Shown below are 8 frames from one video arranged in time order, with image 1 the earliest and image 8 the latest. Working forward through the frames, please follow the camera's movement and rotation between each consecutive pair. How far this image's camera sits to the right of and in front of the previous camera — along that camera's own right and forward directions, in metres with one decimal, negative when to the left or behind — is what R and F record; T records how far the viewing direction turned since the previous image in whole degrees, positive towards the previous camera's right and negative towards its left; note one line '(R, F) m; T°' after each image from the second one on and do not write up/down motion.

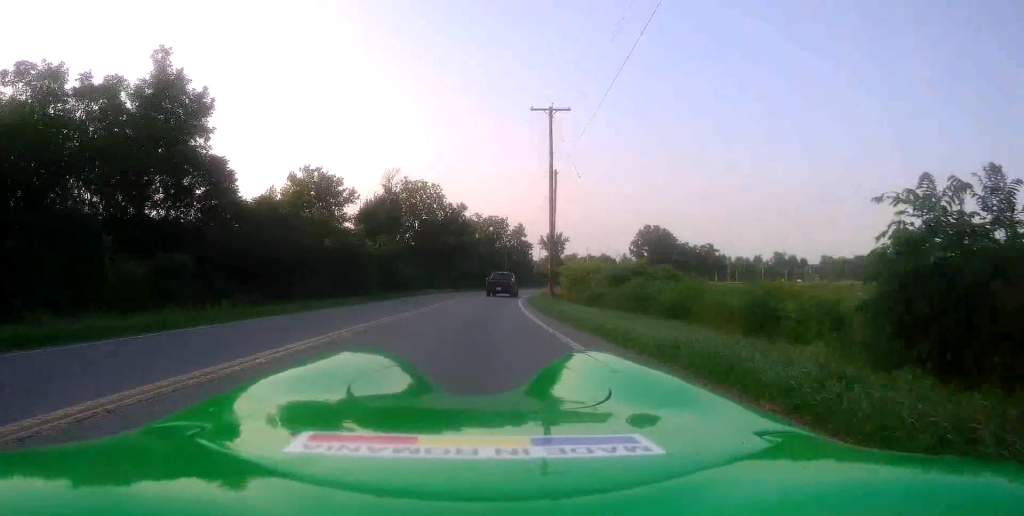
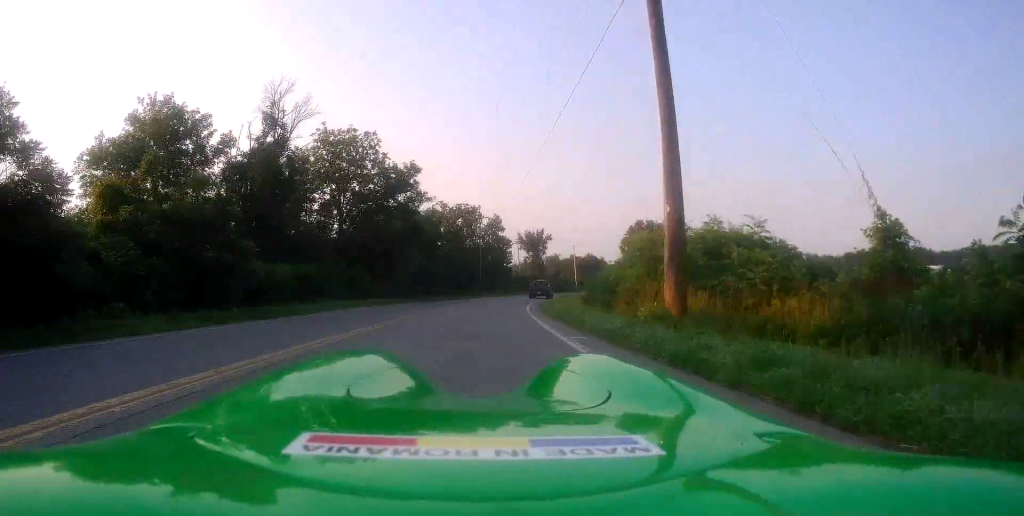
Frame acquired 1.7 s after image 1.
(+0.5, +25.6) m; +3°
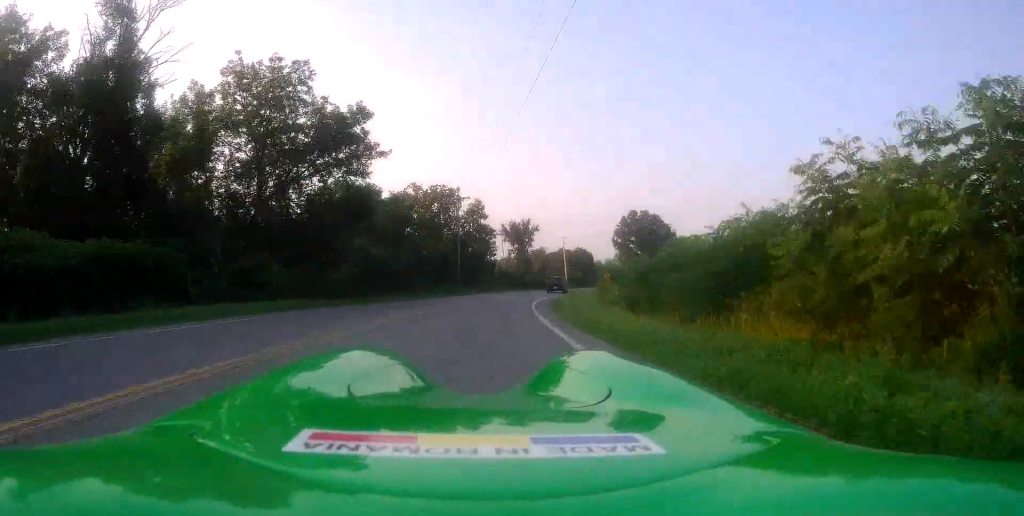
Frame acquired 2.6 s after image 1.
(+0.2, +13.4) m; +2°
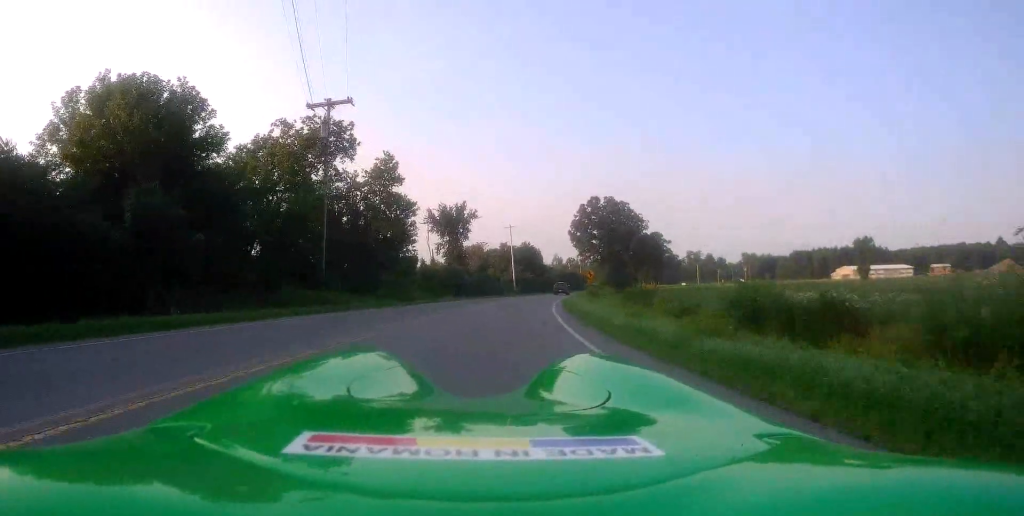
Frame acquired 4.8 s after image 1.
(+2.1, +33.8) m; +7°
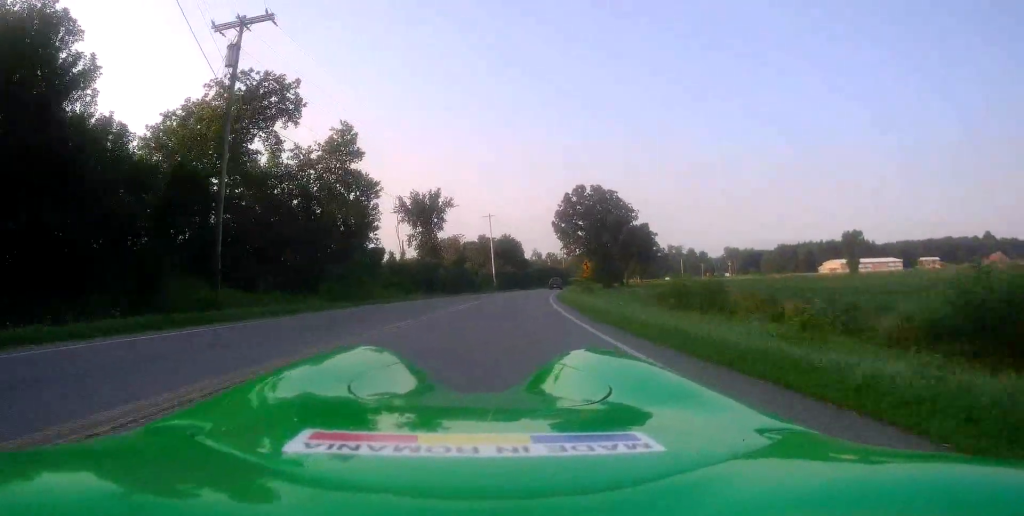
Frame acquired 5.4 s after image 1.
(+0.1, +9.6) m; +1°
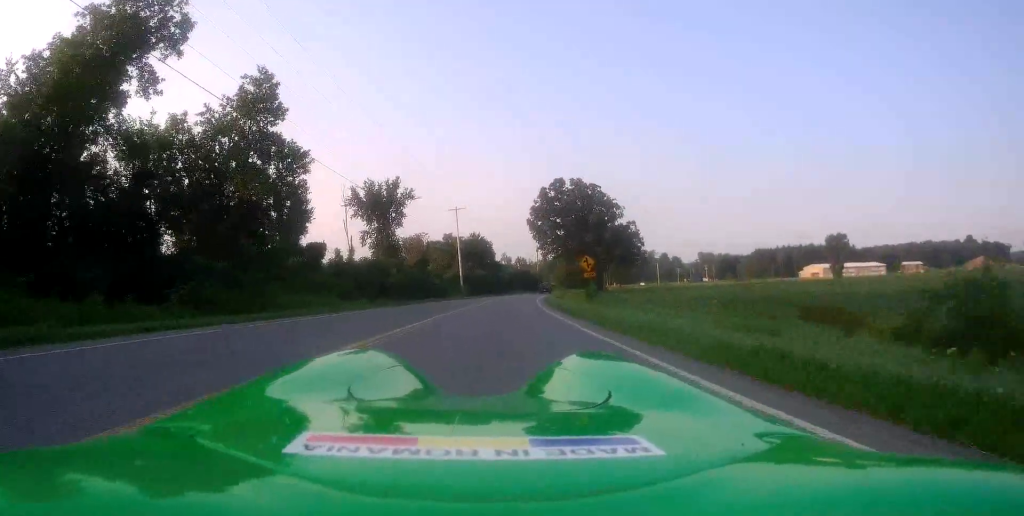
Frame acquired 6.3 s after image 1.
(+0.3, +13.5) m; +3°
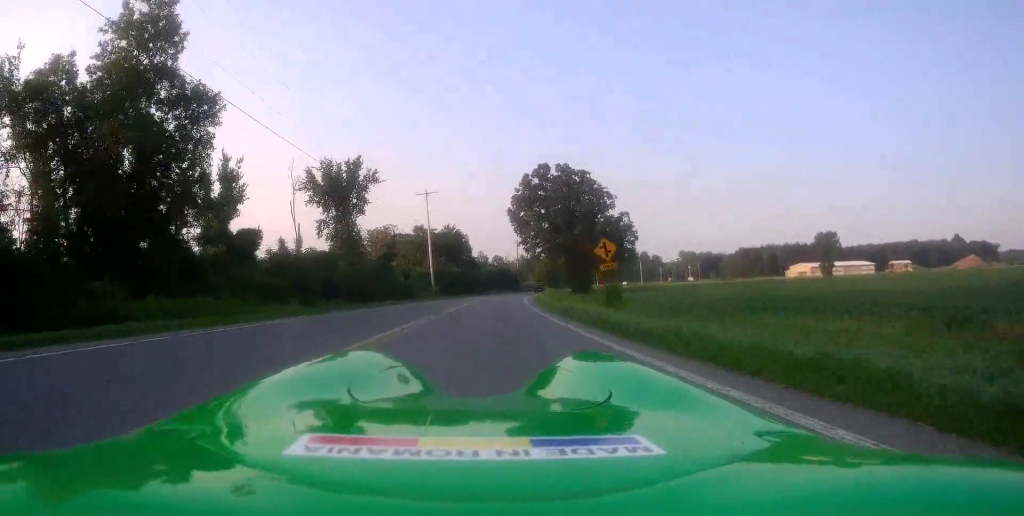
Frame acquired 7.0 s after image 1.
(+0.3, +11.7) m; +2°
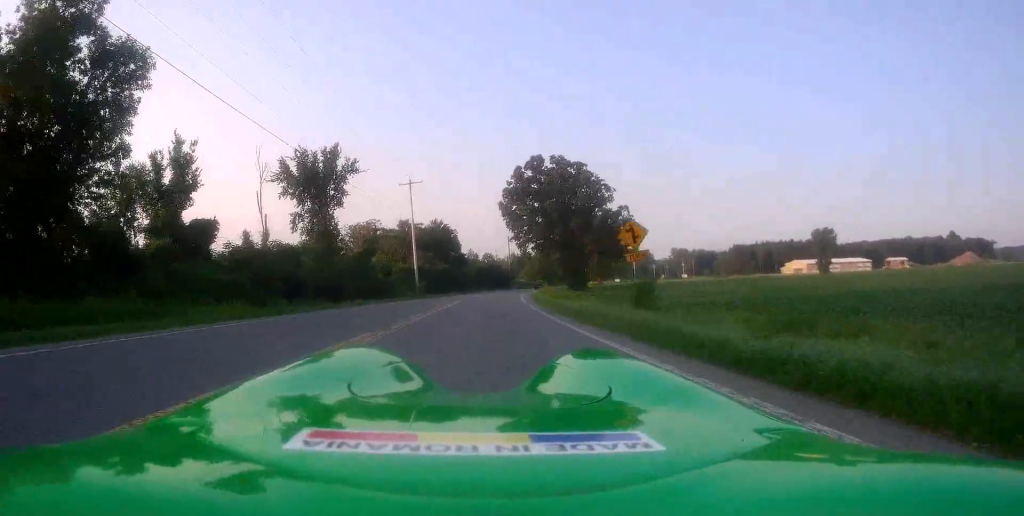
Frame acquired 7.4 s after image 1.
(0.0, +5.9) m; +1°
